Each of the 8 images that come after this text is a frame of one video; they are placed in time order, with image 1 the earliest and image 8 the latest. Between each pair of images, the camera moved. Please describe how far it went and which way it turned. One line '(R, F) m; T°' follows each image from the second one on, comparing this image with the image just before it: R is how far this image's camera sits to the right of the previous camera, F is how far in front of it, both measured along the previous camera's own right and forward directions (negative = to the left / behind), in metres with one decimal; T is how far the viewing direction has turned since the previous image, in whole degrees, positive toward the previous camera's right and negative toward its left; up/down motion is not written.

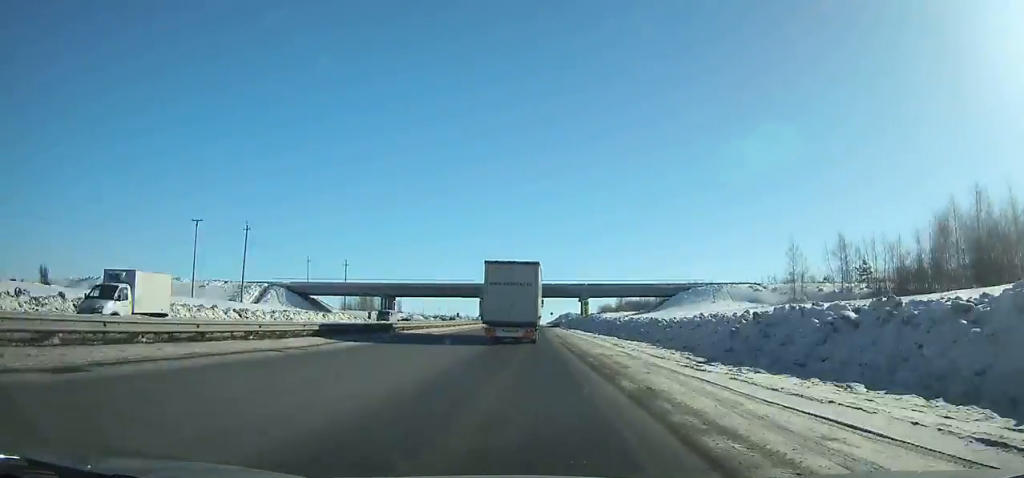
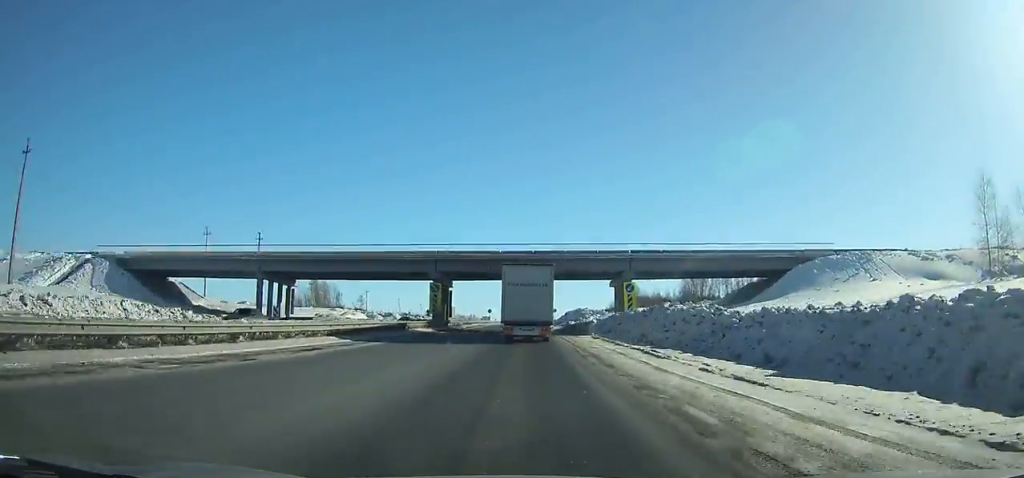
(+0.5, +48.8) m; +1°
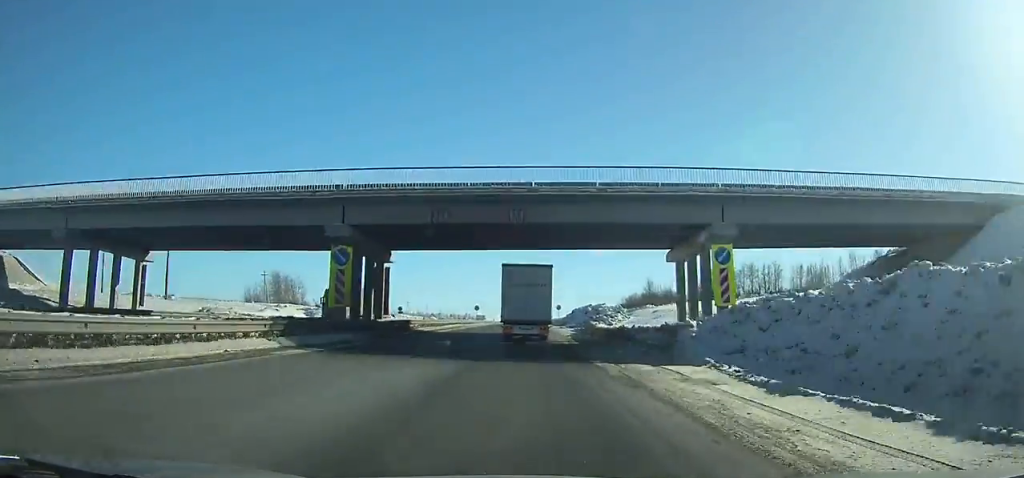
(+0.1, +28.4) m; 0°
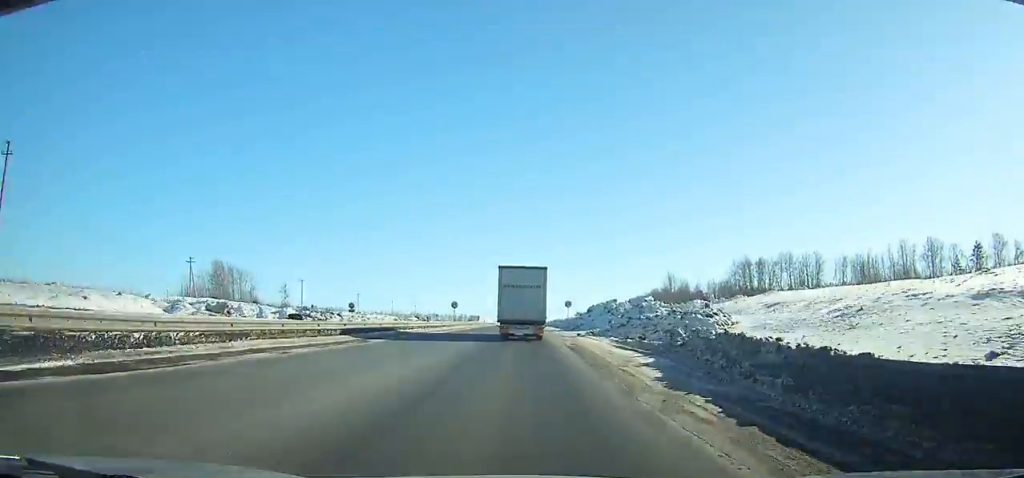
(0.0, +30.5) m; 0°
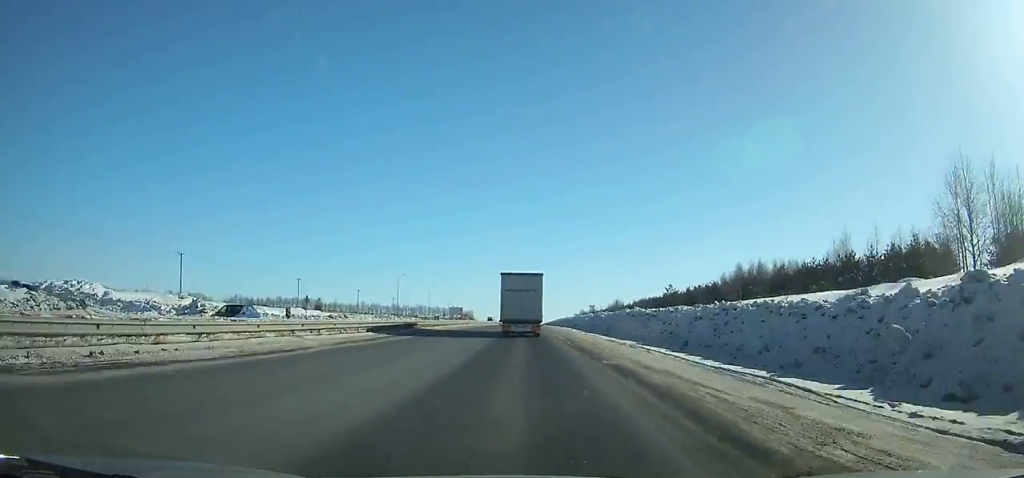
(-0.5, +113.6) m; 0°
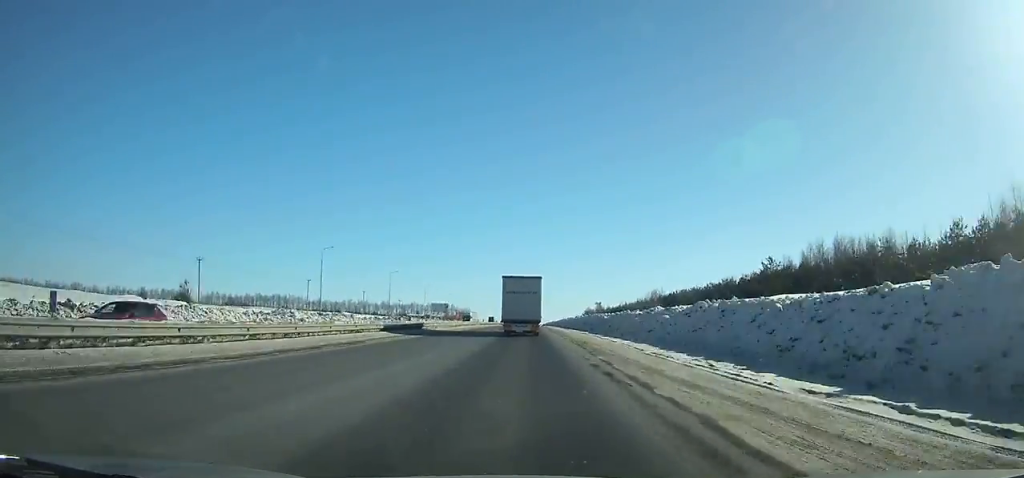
(+0.2, +49.0) m; 0°
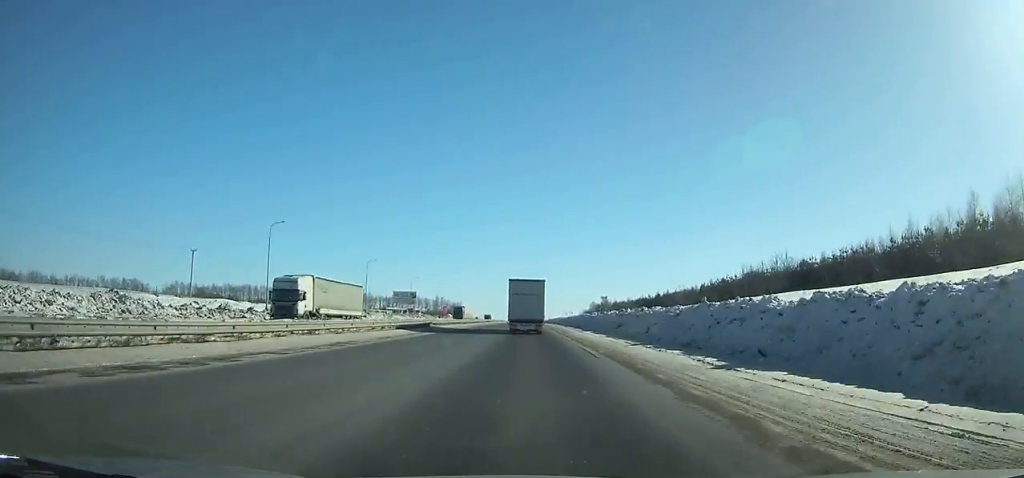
(-0.4, +57.7) m; 0°
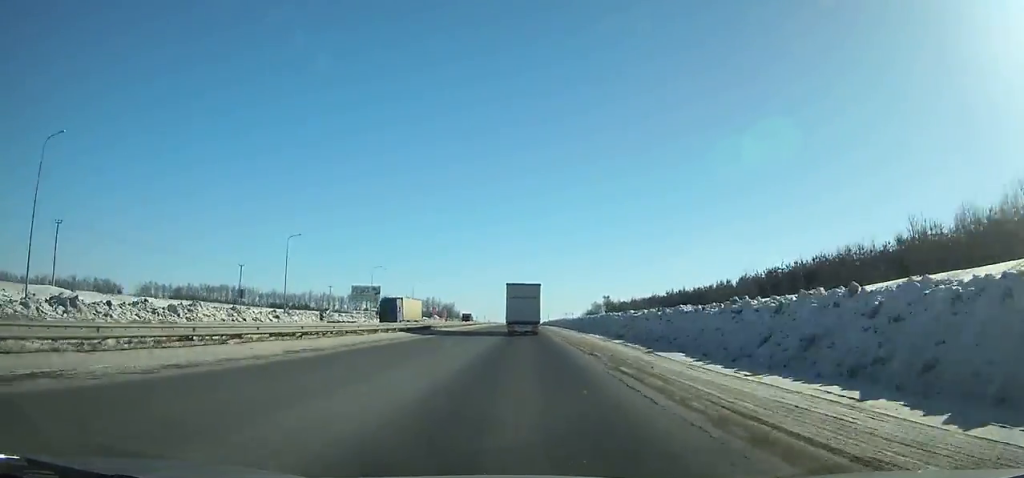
(+0.1, +33.4) m; 0°
